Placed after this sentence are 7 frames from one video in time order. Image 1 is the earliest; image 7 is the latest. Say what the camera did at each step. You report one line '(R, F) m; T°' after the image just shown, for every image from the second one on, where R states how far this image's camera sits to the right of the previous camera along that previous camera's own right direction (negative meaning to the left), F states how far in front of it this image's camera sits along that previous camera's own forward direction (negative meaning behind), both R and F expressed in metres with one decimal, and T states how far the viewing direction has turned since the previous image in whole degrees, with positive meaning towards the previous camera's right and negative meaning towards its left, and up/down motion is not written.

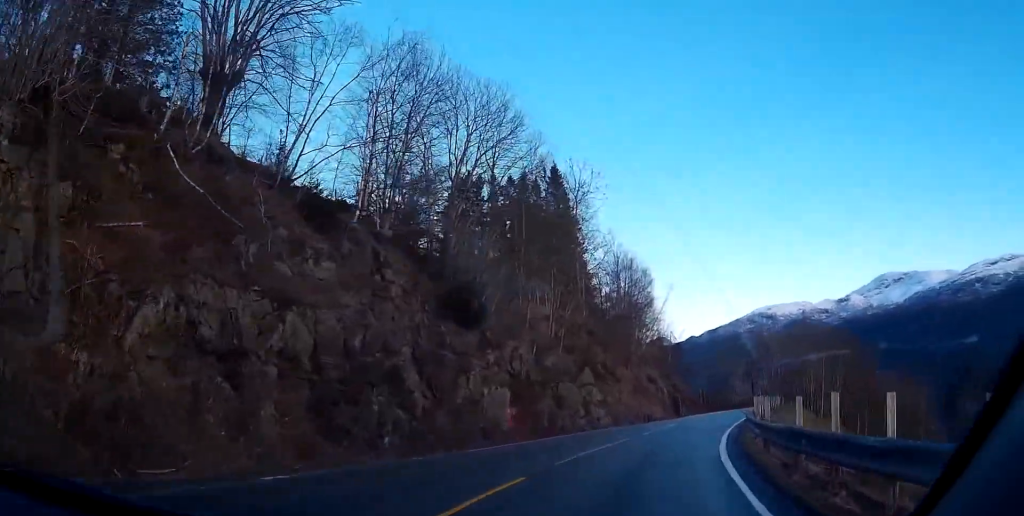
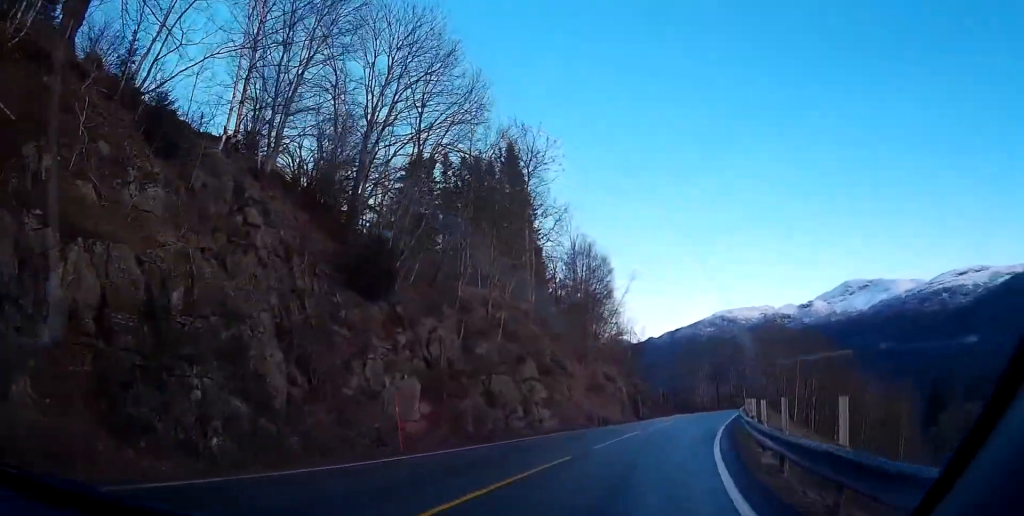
(+0.1, +7.6) m; 0°
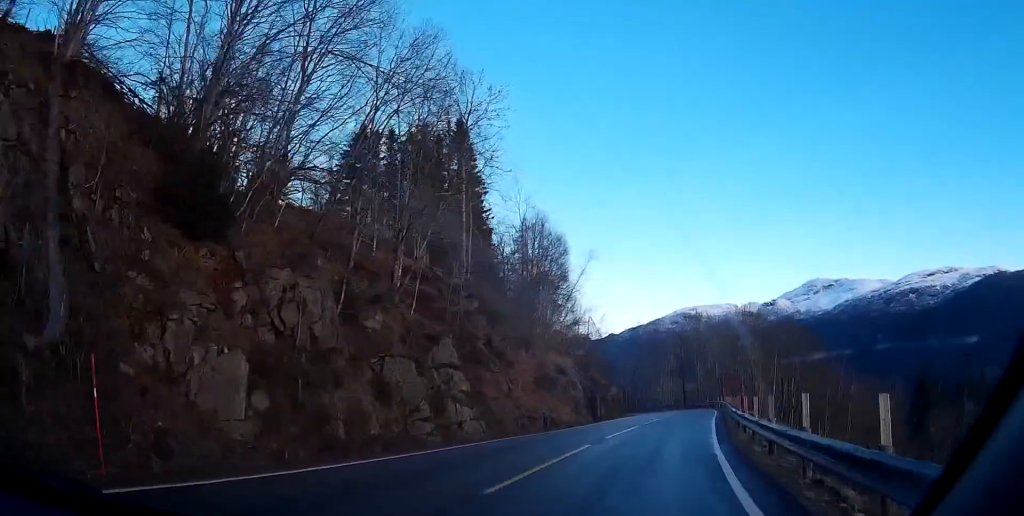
(0.0, +9.1) m; 0°
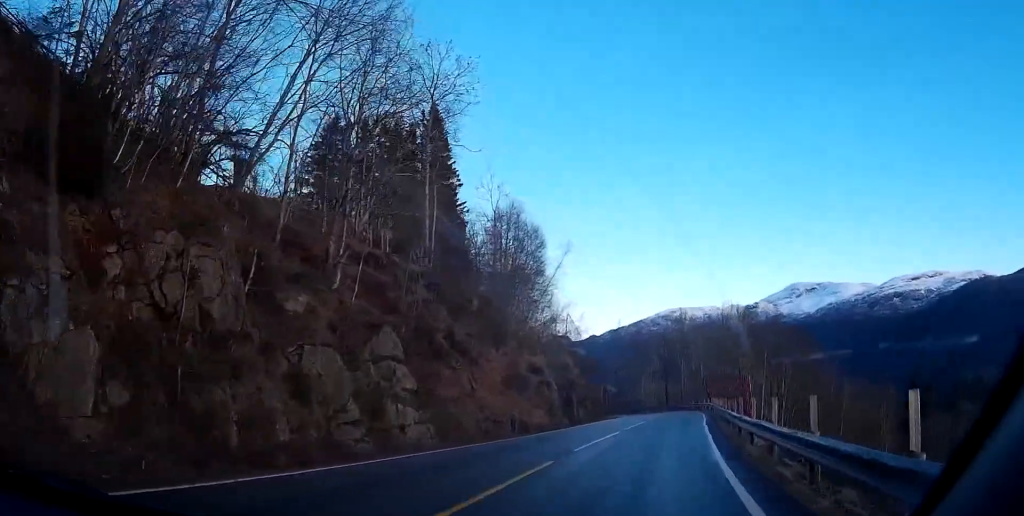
(0.0, +4.5) m; 0°
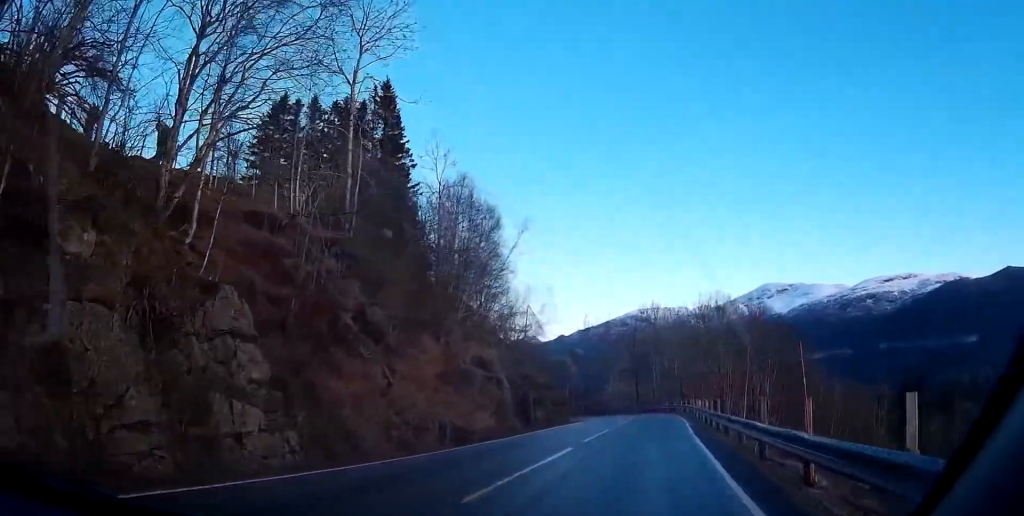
(0.0, +7.9) m; 0°
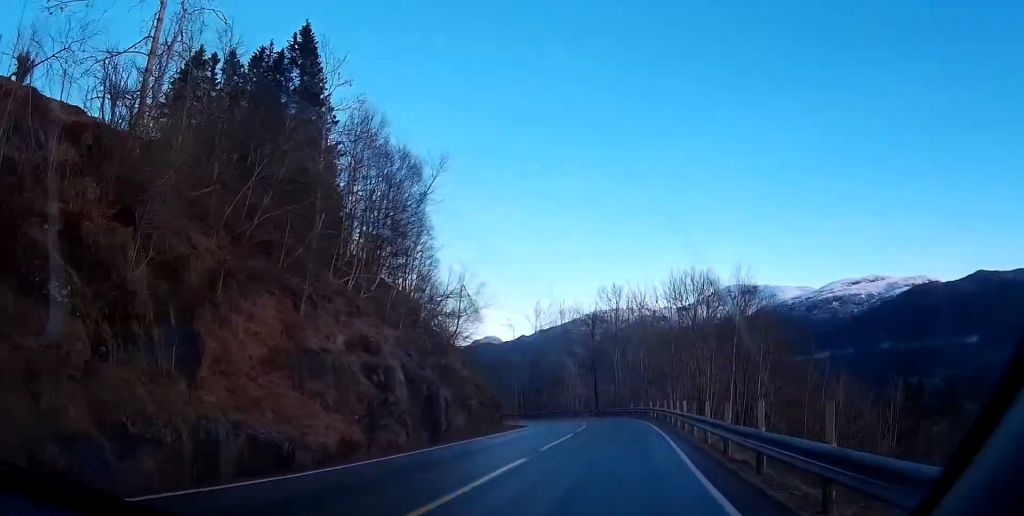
(+0.2, +14.4) m; +2°
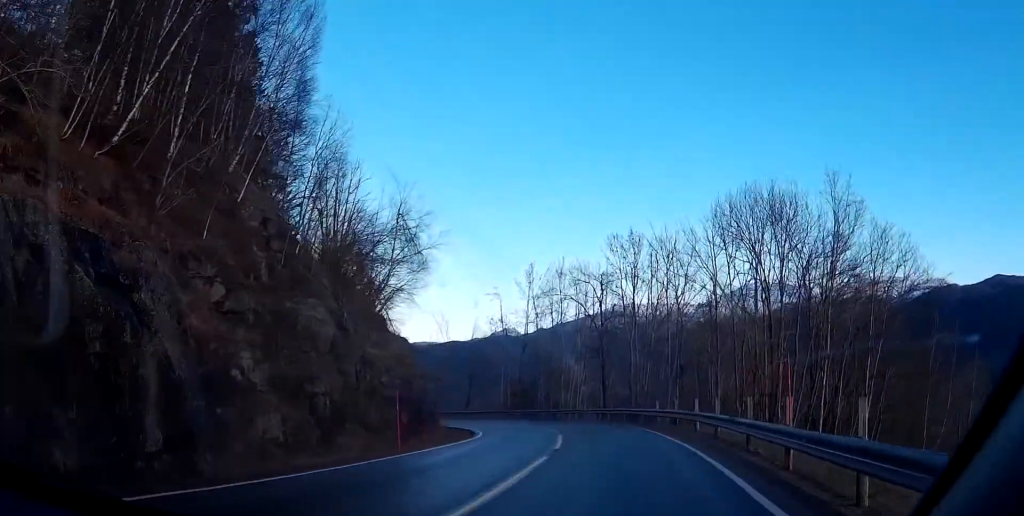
(+0.9, +24.5) m; +5°
